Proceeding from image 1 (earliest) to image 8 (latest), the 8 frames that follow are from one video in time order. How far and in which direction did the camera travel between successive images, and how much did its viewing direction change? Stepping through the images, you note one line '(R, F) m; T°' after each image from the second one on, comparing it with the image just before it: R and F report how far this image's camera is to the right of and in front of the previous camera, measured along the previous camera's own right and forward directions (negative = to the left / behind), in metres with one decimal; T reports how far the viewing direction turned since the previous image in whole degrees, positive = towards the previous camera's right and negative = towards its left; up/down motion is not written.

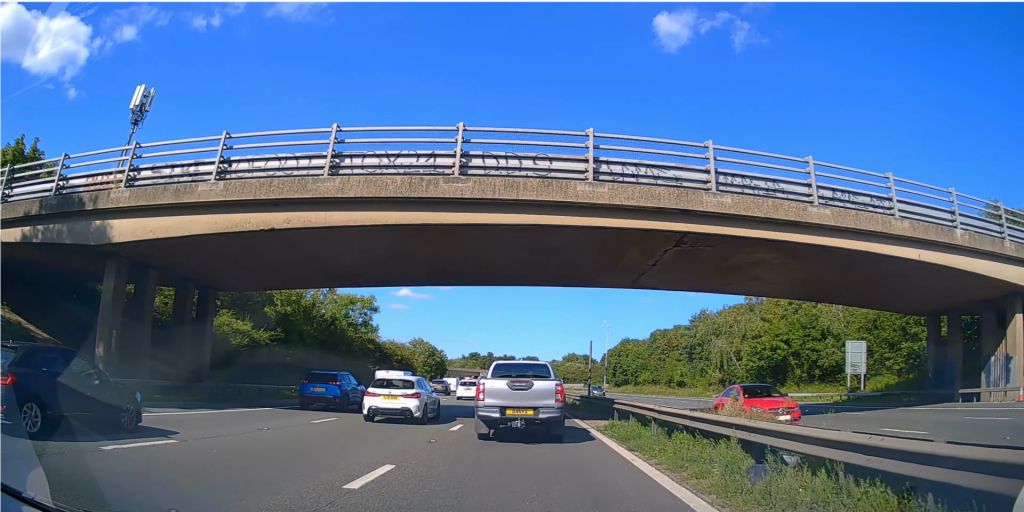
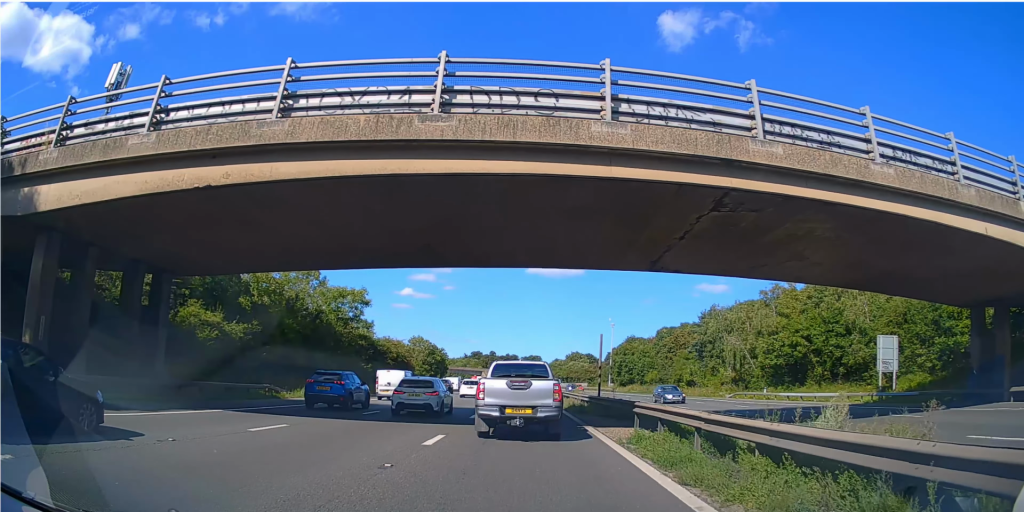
(0.0, +5.8) m; 0°
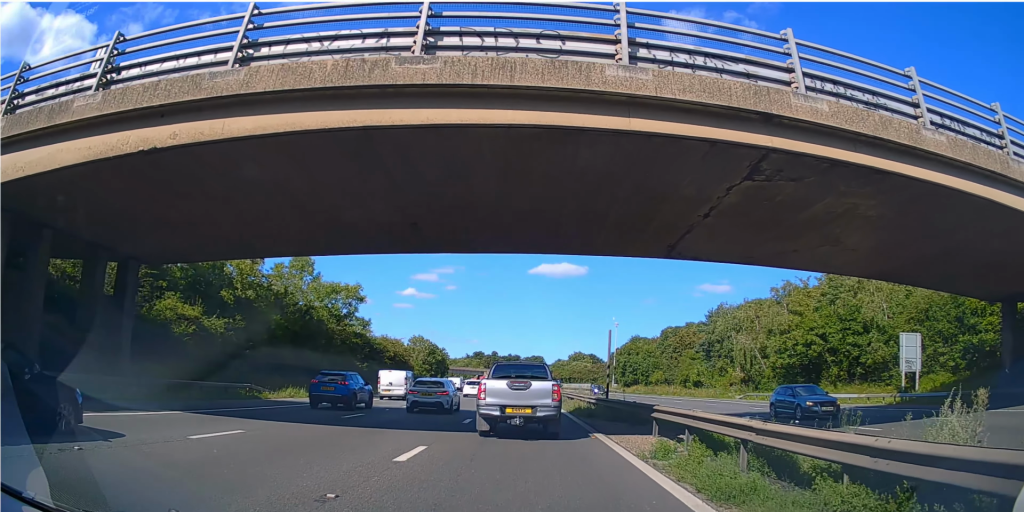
(0.0, +3.4) m; +1°
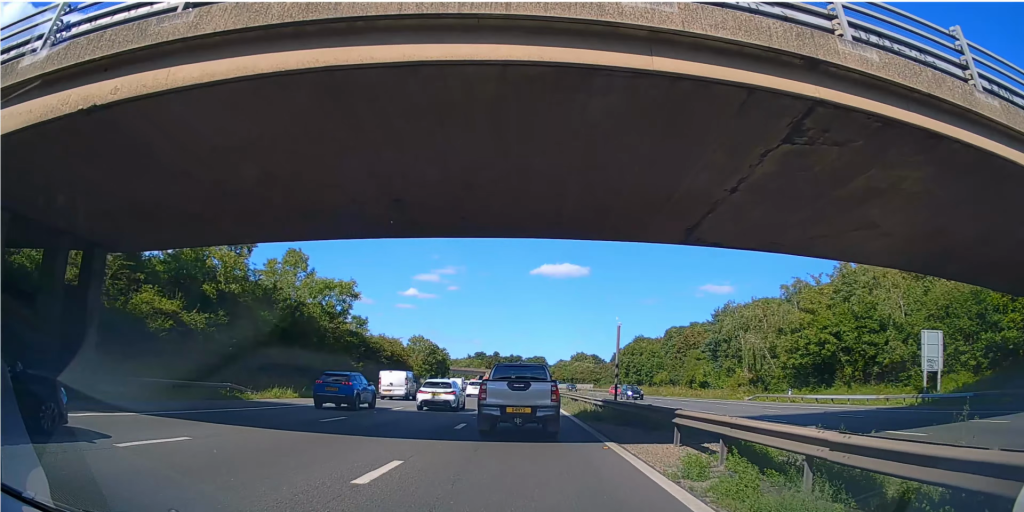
(0.0, +2.7) m; 0°
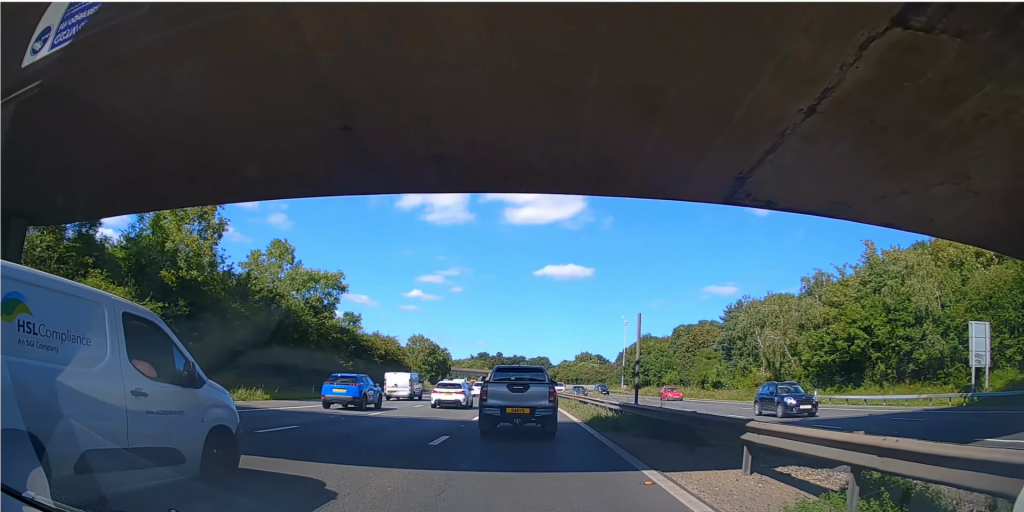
(0.0, +4.4) m; -2°
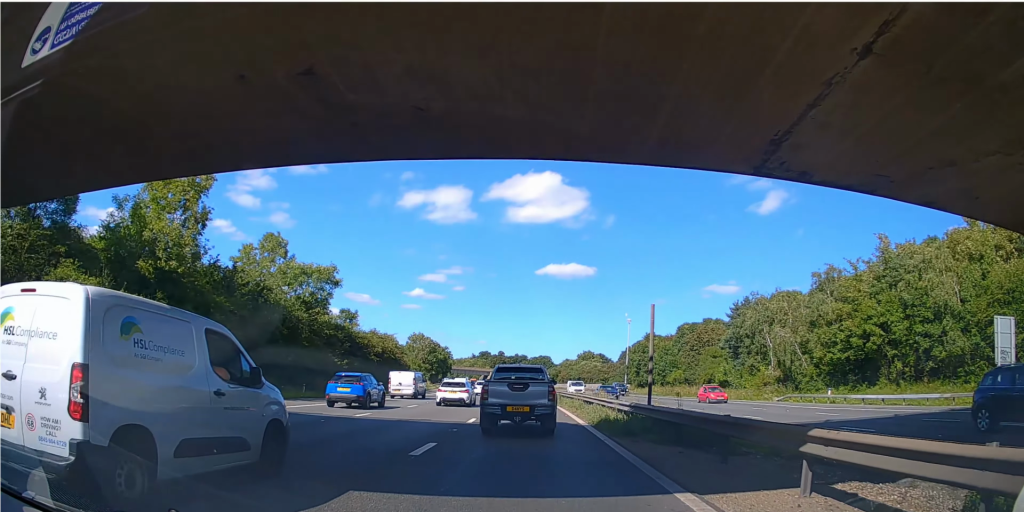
(0.0, +1.9) m; -1°
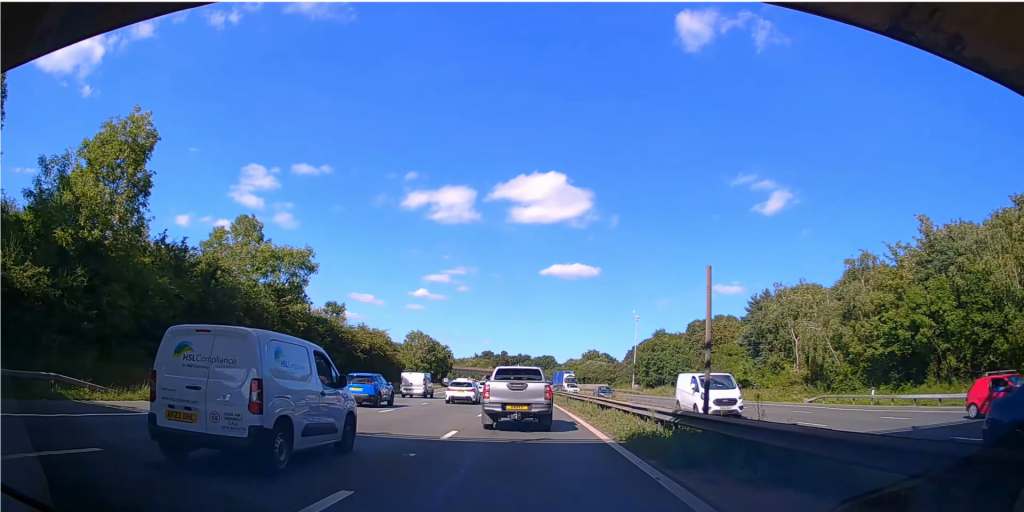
(-0.1, +5.2) m; 0°
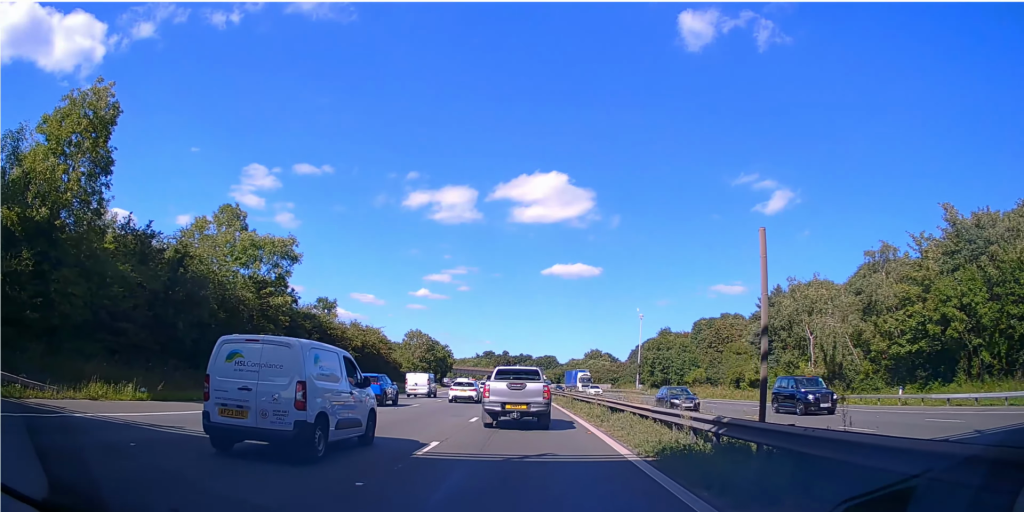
(0.0, +2.9) m; 0°
